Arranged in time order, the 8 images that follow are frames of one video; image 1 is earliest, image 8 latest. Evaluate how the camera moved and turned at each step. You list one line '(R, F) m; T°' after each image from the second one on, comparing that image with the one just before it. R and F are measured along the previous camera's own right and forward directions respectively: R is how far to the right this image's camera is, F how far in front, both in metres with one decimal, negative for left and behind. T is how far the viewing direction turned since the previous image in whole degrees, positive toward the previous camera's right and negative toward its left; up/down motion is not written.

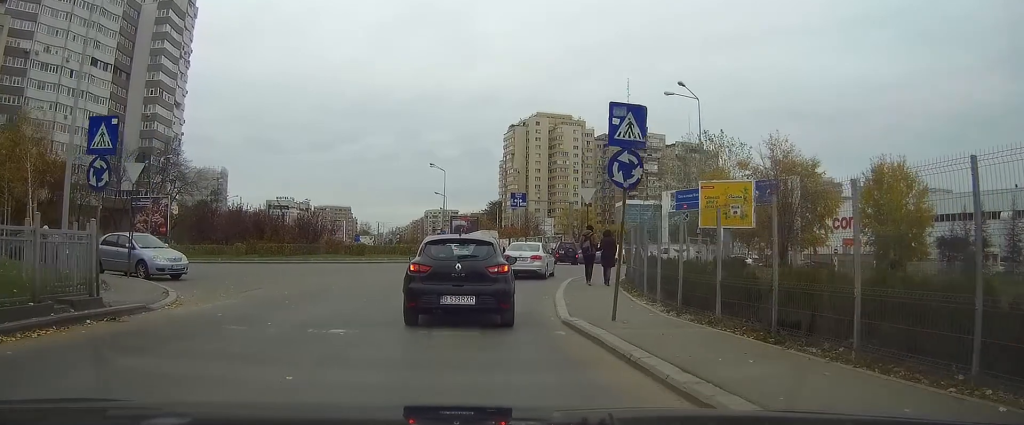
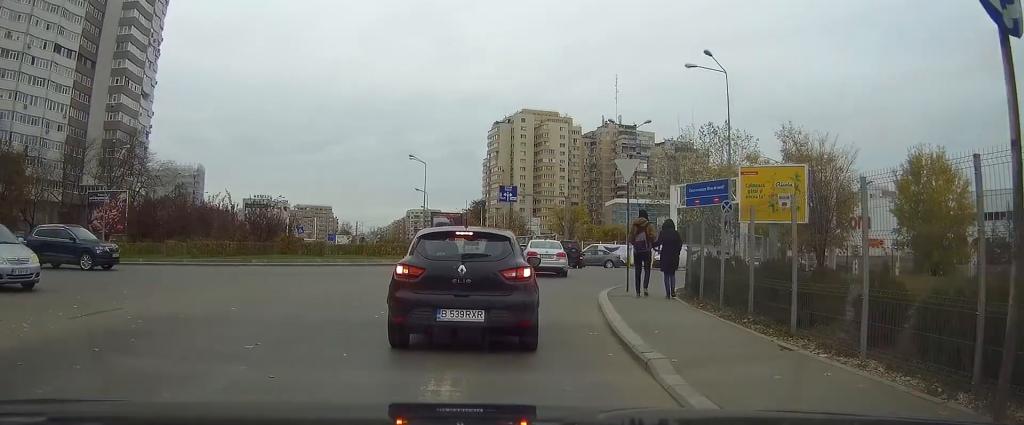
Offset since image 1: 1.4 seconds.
(+0.3, +8.0) m; +2°
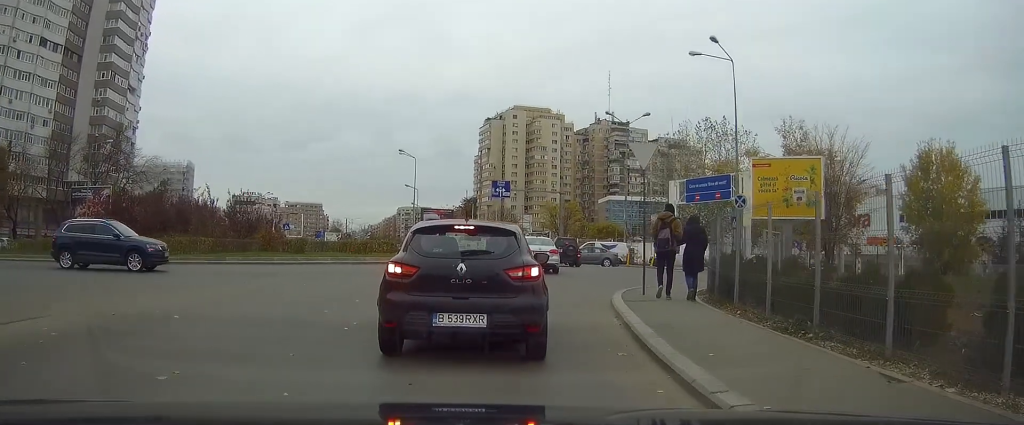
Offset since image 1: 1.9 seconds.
(-0.1, +2.2) m; 0°
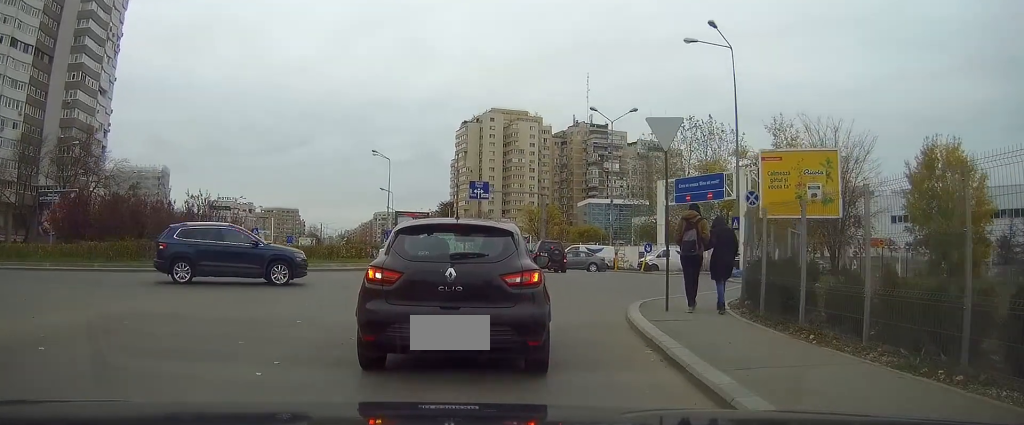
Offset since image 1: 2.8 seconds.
(+0.1, +3.5) m; +1°
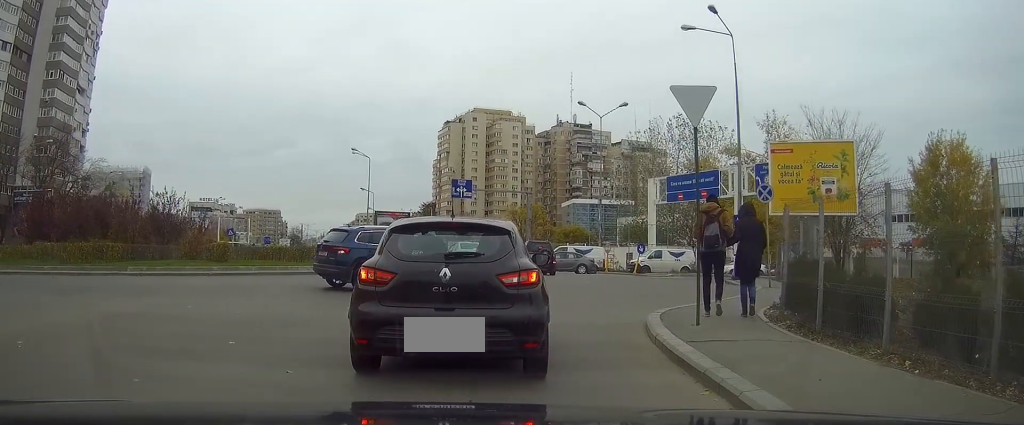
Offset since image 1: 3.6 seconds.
(0.0, +2.8) m; +1°
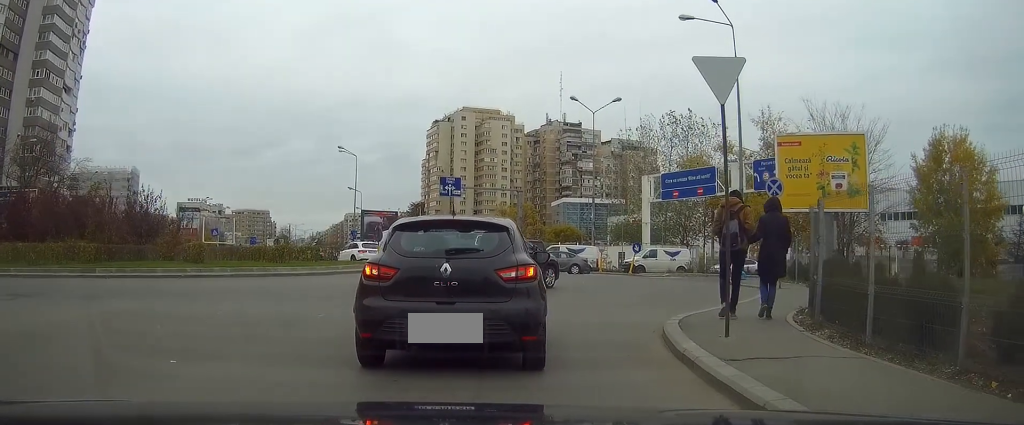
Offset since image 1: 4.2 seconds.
(-0.1, +1.7) m; +1°
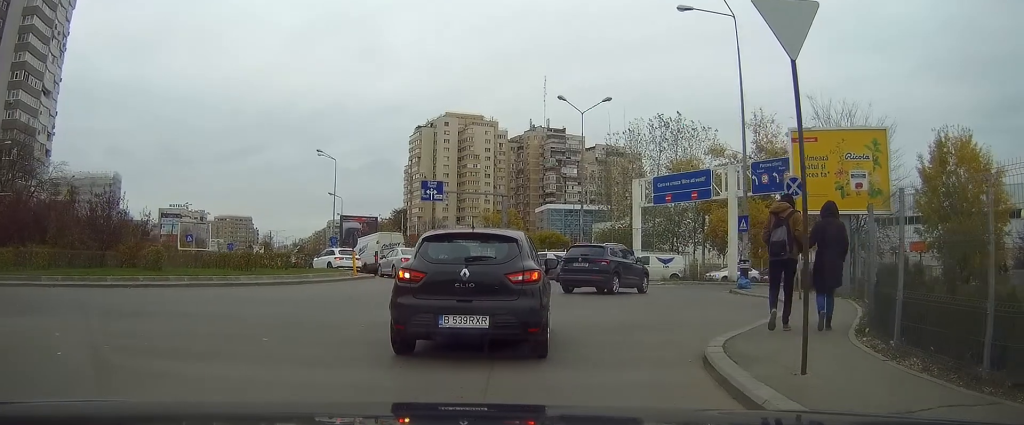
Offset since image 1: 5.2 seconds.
(+0.1, +2.7) m; +2°
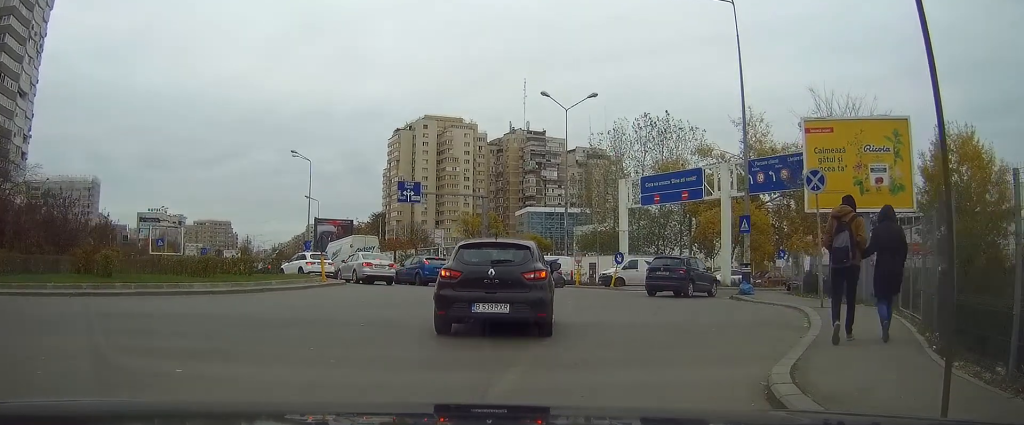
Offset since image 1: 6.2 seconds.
(0.0, +2.8) m; +1°
